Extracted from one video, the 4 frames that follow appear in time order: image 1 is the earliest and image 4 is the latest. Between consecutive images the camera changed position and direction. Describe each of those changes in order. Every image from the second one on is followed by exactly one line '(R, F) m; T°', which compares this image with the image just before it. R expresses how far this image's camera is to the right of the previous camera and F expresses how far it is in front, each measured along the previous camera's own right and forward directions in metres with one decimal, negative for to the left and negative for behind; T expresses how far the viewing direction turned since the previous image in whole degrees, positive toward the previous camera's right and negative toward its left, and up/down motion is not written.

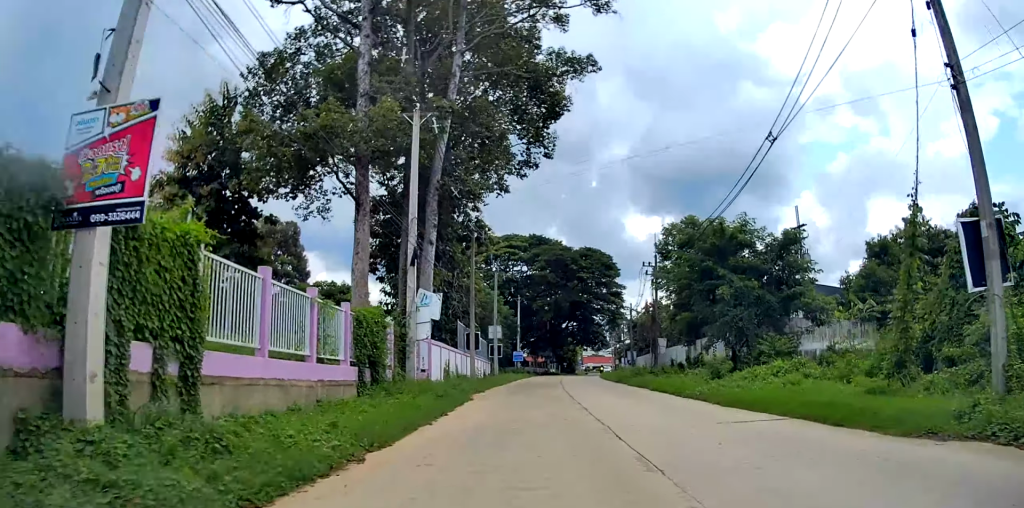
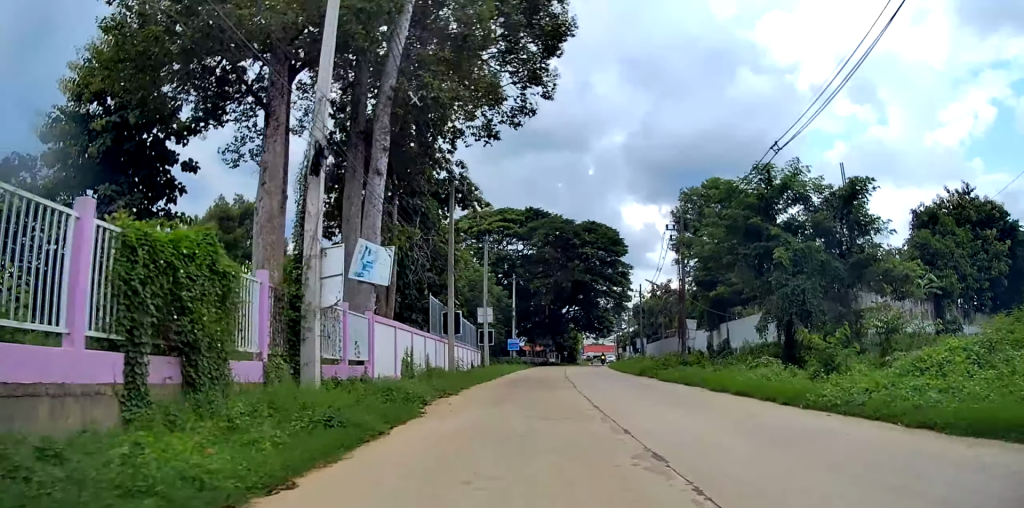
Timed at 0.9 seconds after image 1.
(-0.4, +9.7) m; -2°
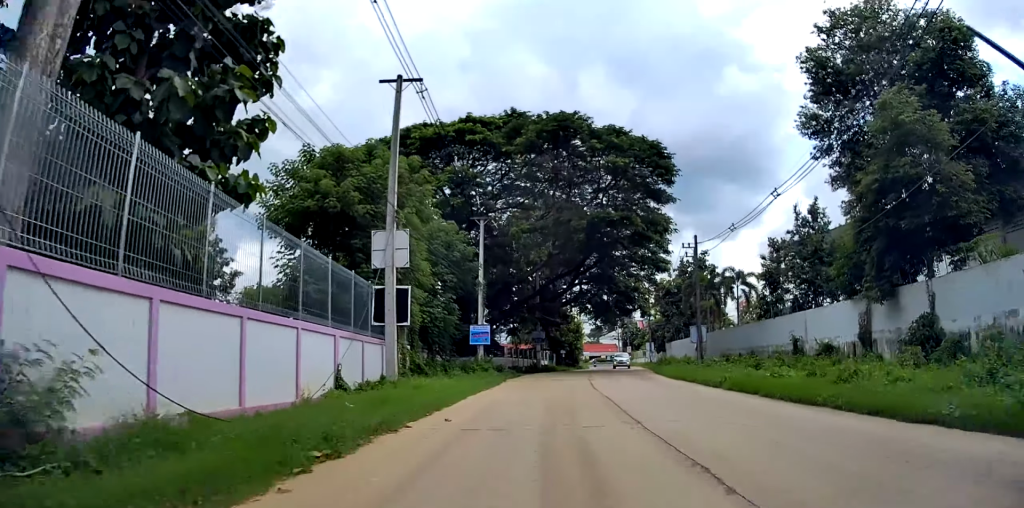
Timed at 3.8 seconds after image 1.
(+1.6, +29.7) m; +7°
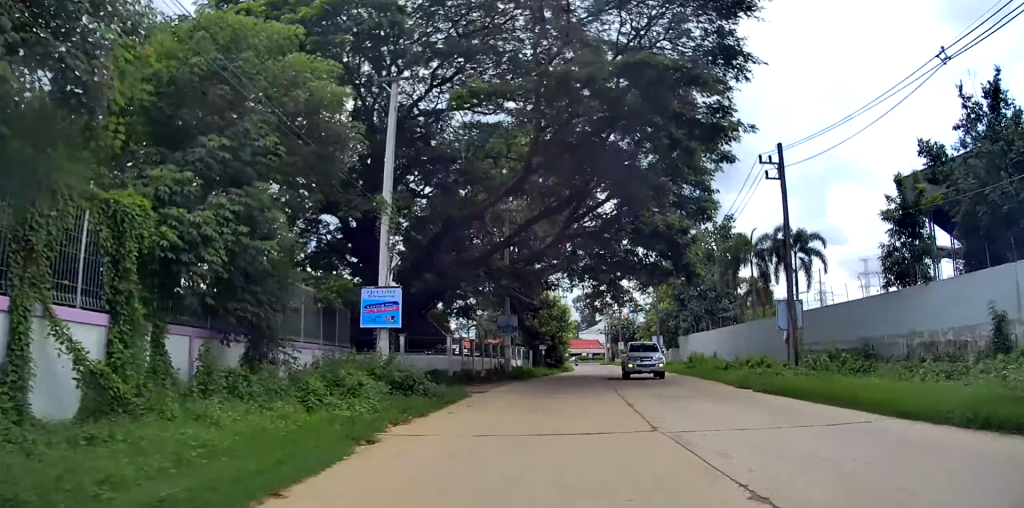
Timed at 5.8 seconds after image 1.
(+1.0, +20.0) m; +3°
